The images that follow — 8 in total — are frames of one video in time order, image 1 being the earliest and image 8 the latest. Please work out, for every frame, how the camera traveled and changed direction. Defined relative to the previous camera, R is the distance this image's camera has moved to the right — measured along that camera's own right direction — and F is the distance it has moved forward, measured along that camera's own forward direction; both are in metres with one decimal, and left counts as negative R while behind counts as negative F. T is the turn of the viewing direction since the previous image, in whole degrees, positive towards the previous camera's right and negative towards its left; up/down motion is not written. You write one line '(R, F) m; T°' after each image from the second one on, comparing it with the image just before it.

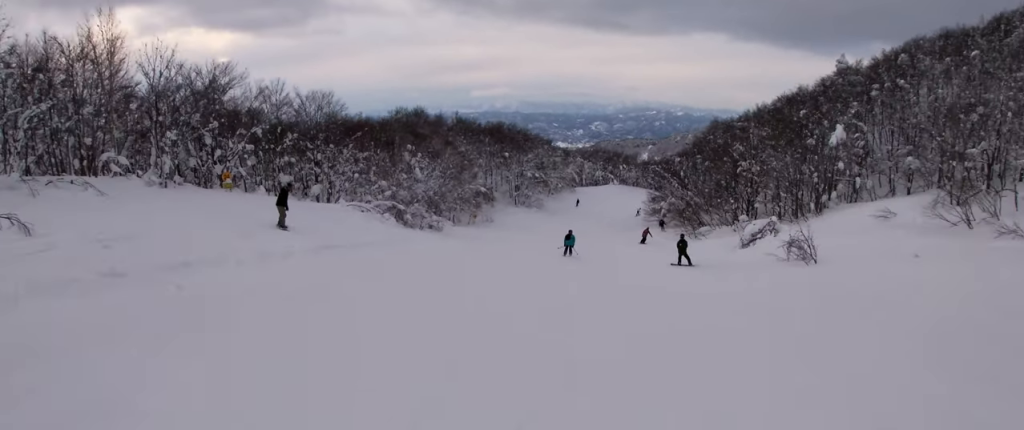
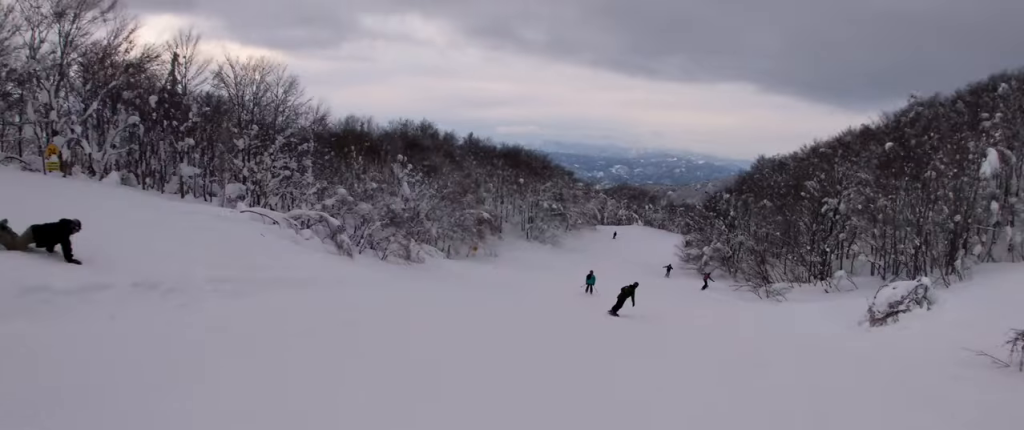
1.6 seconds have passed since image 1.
(+2.0, +13.7) m; +7°
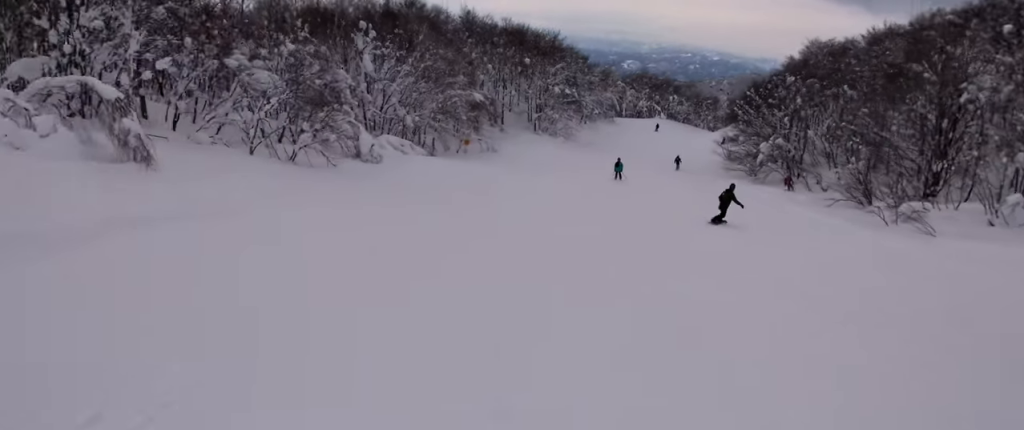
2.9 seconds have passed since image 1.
(-1.7, +13.1) m; -9°
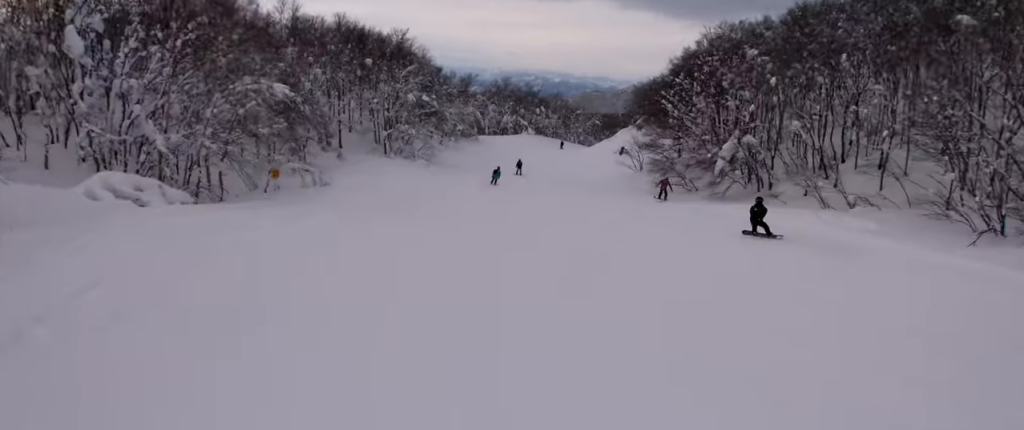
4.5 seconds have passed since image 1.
(0.0, +18.6) m; +6°
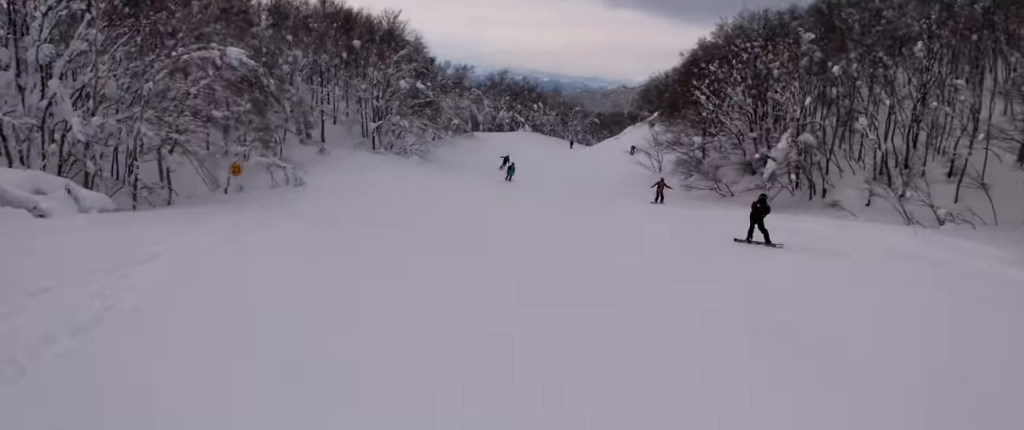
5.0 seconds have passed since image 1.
(+0.2, +5.8) m; +2°
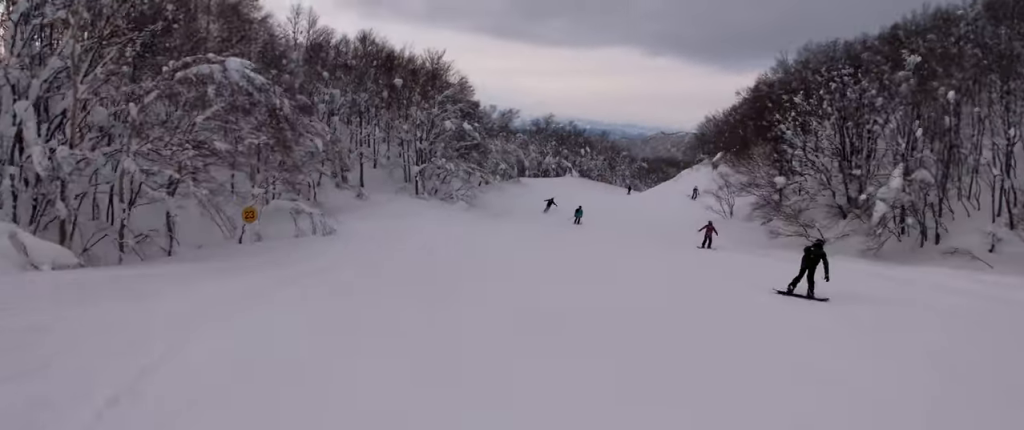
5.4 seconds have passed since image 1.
(+0.5, +4.7) m; +1°
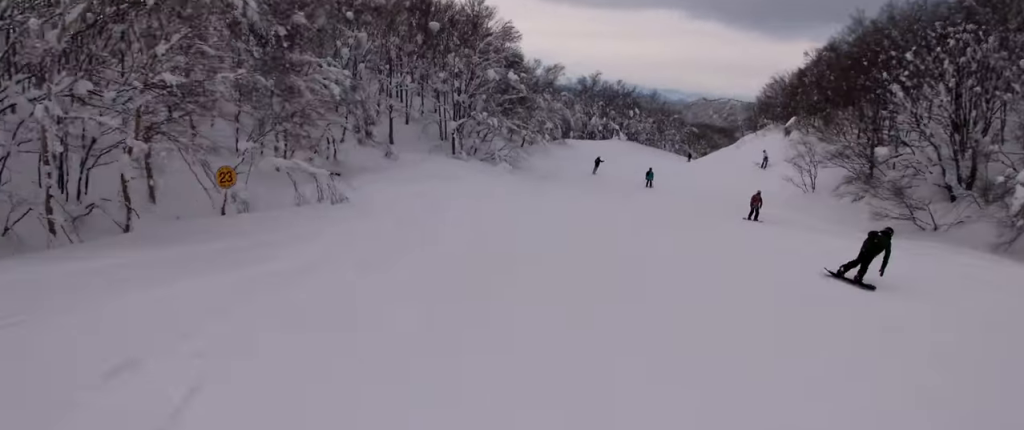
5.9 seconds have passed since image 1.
(+0.3, +5.1) m; +1°
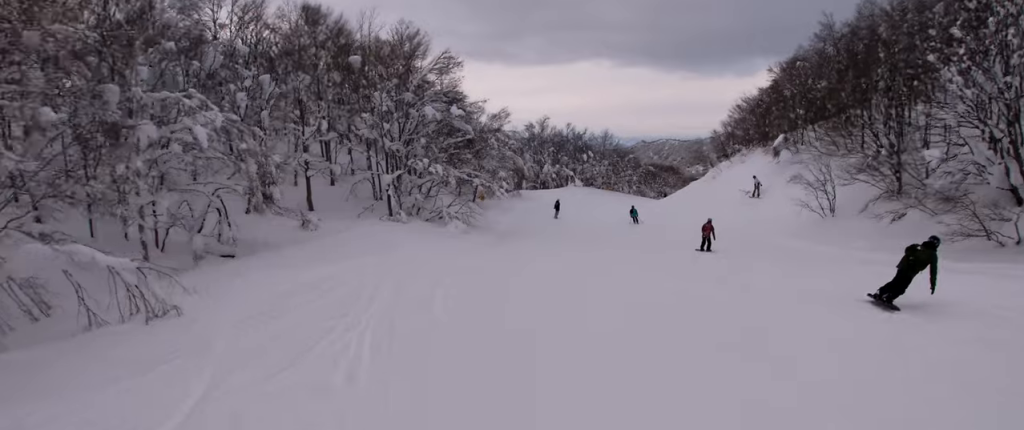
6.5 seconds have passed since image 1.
(-0.8, +7.7) m; +4°
